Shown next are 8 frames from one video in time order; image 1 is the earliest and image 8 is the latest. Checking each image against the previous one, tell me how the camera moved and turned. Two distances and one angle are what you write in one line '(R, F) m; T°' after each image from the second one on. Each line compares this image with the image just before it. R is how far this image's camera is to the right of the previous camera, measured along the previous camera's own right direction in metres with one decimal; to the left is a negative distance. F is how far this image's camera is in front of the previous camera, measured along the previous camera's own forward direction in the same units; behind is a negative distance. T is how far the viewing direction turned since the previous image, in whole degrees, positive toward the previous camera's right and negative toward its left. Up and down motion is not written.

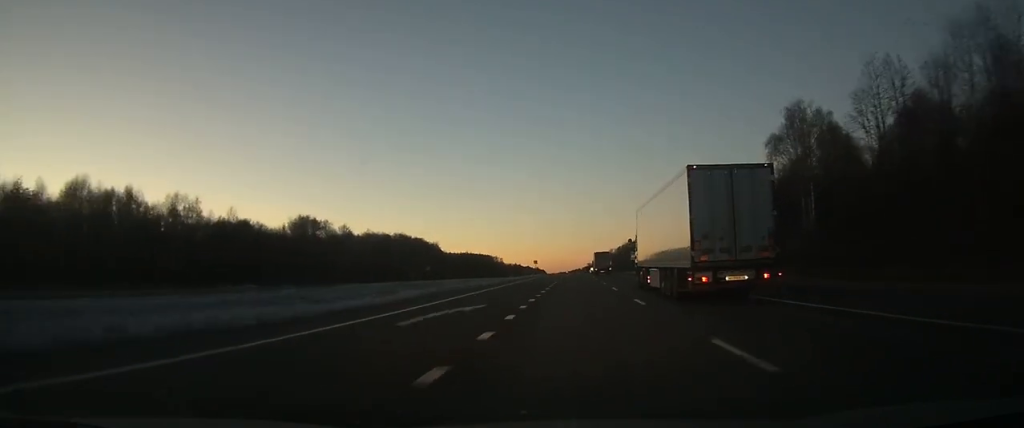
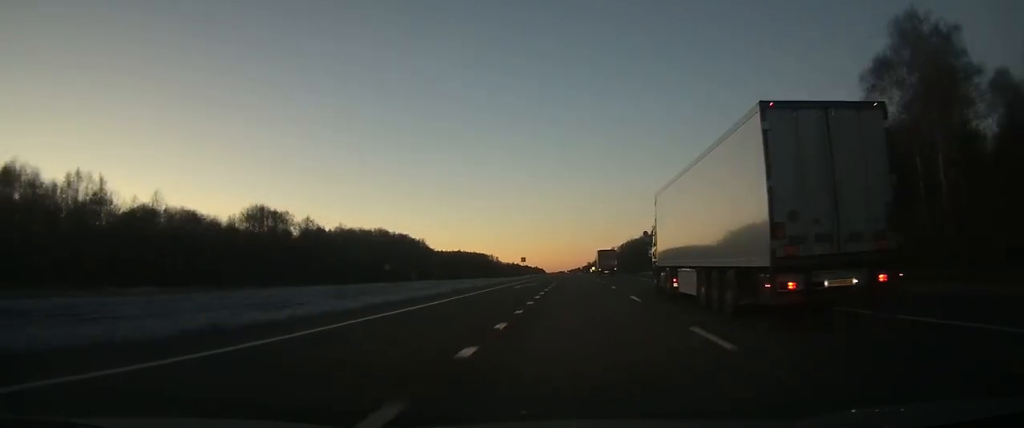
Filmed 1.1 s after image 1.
(+0.2, +33.9) m; 0°
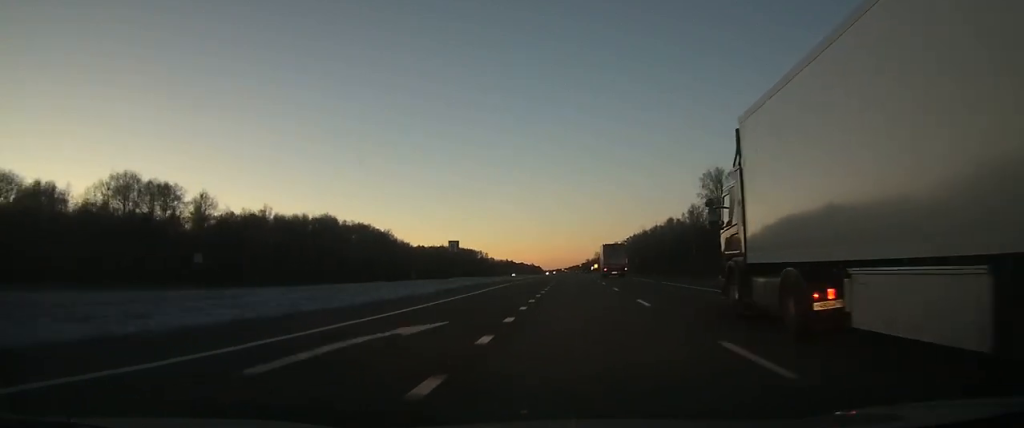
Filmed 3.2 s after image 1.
(+0.2, +62.2) m; 0°
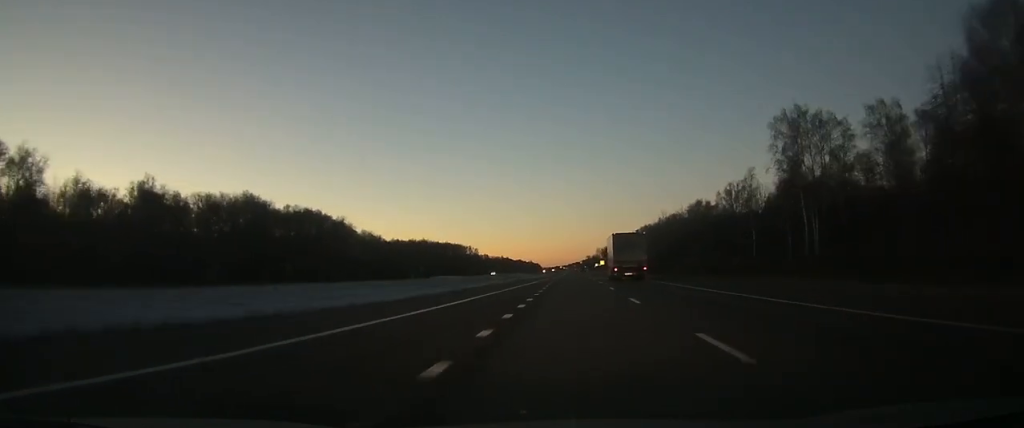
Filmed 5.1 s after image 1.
(+0.1, +58.7) m; 0°
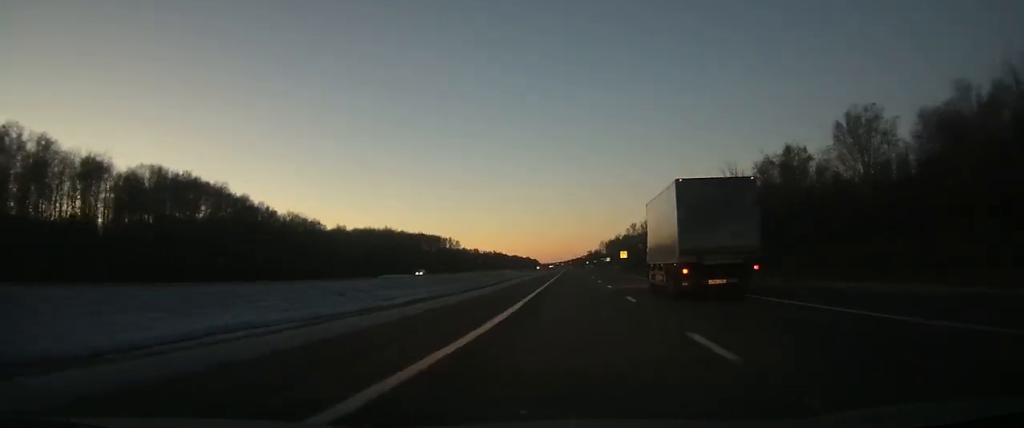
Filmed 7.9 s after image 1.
(-0.1, +83.8) m; 0°
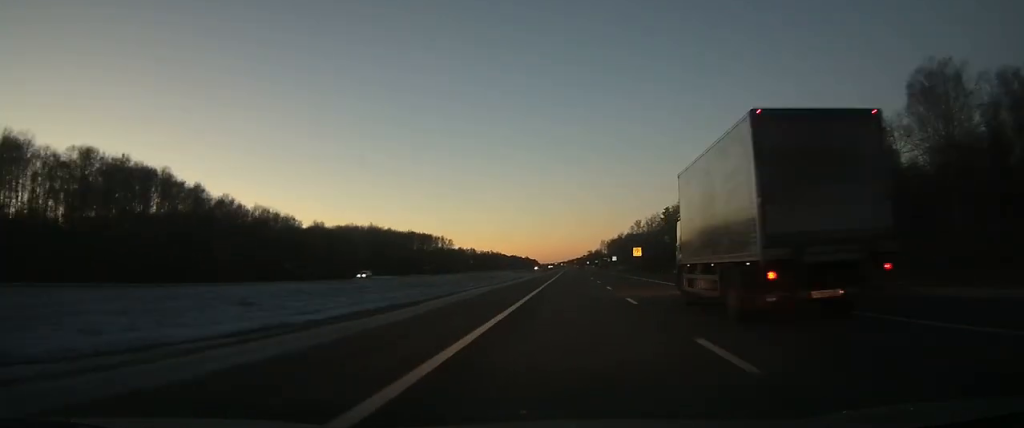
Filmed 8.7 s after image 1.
(0.0, +24.7) m; 0°
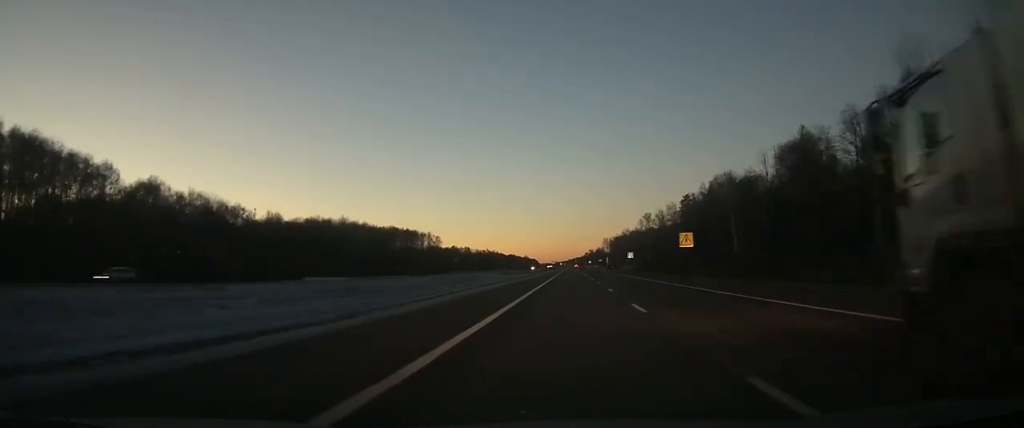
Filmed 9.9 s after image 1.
(0.0, +39.0) m; 0°
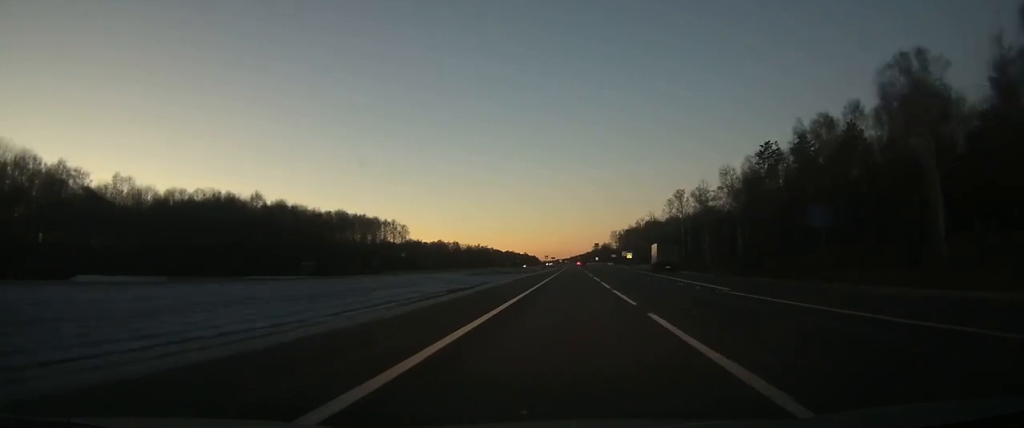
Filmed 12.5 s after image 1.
(-0.3, +77.2) m; 0°
